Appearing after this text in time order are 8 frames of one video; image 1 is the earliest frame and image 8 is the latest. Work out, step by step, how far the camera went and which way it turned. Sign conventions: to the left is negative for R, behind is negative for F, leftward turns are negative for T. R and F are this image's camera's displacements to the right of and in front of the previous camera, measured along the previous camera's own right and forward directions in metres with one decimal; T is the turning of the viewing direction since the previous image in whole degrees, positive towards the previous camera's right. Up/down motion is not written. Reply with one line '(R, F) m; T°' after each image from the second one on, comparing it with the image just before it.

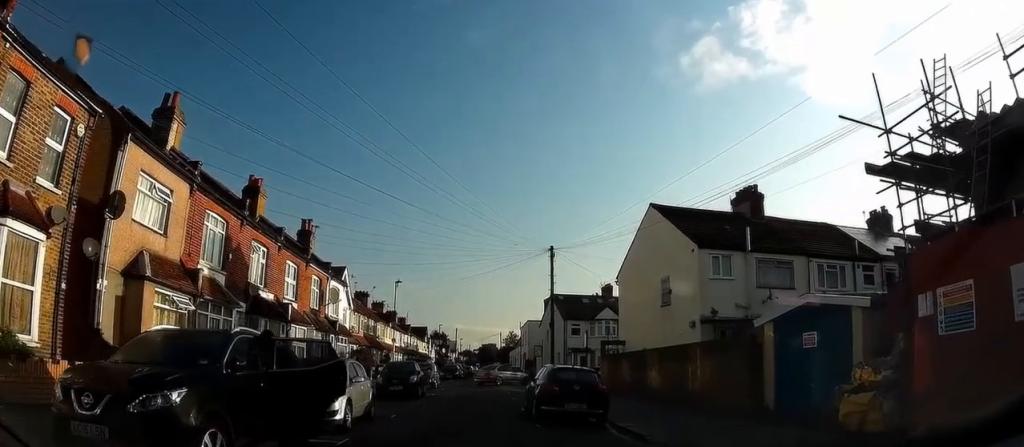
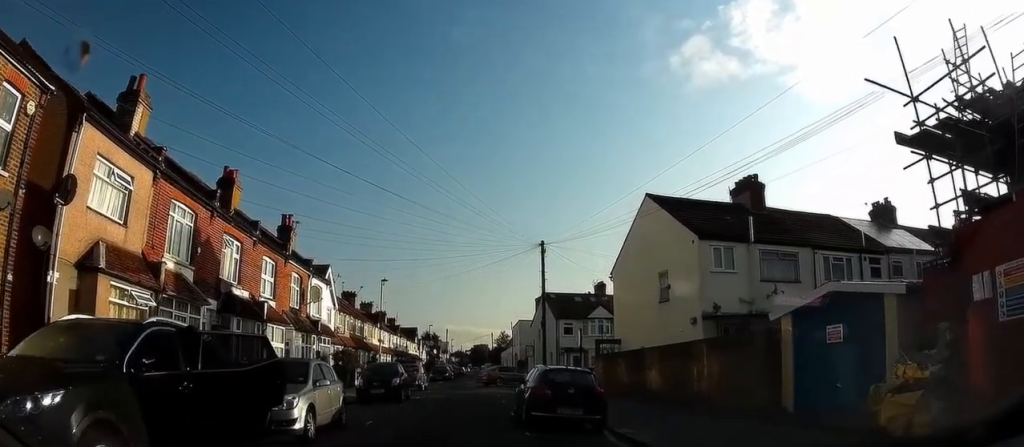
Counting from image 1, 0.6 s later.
(-0.1, +1.6) m; -4°
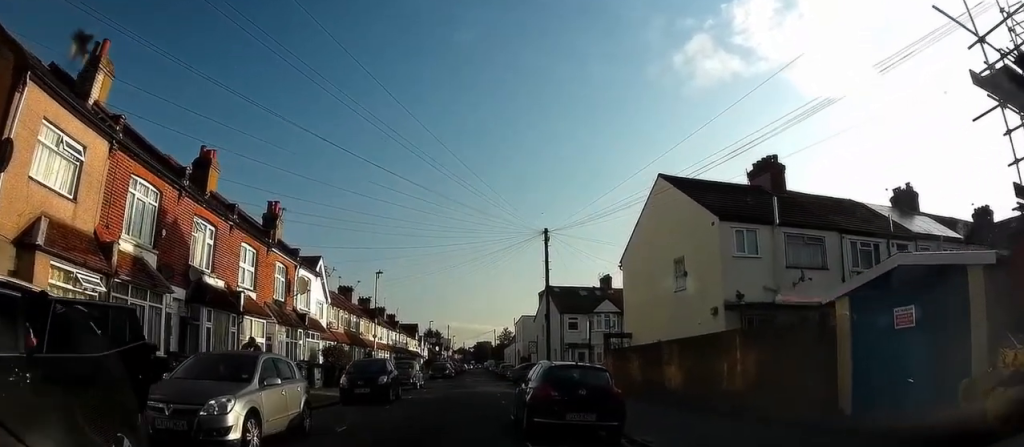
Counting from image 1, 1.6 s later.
(-0.1, +2.4) m; -4°
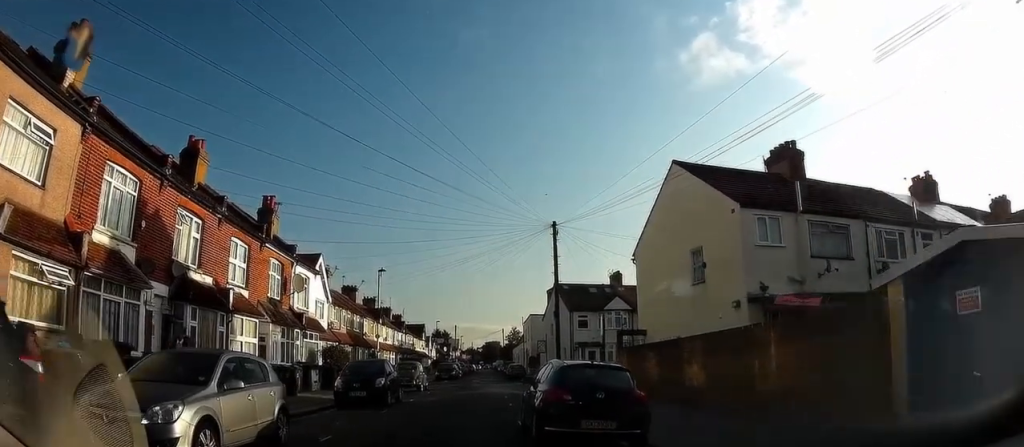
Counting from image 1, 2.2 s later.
(0.0, +1.4) m; -1°
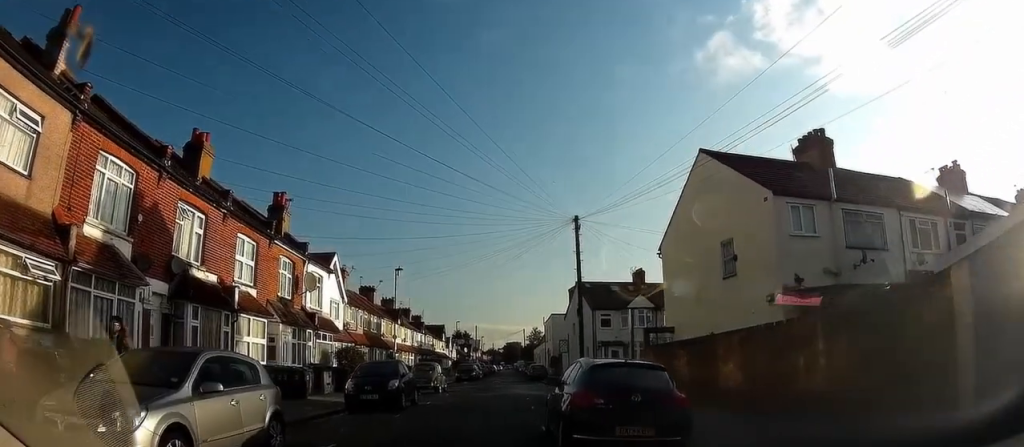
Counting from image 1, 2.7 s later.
(0.0, +1.0) m; 0°
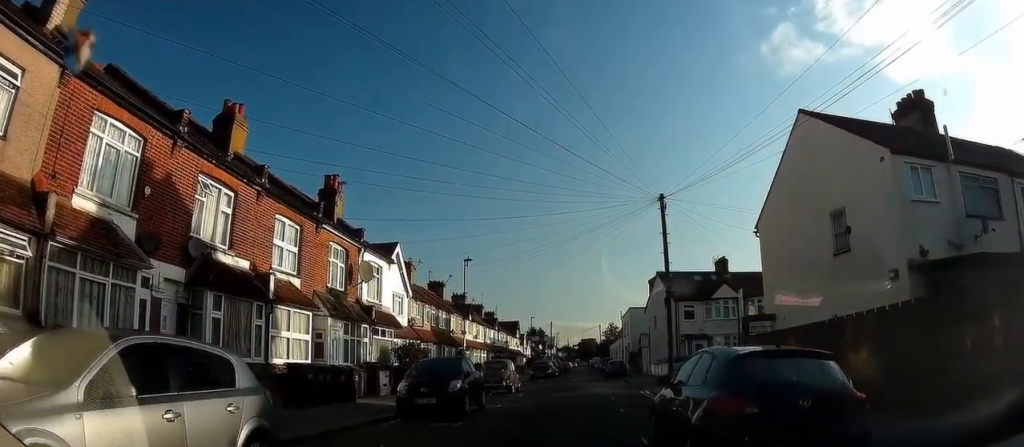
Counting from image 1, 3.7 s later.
(0.0, +2.4) m; -2°
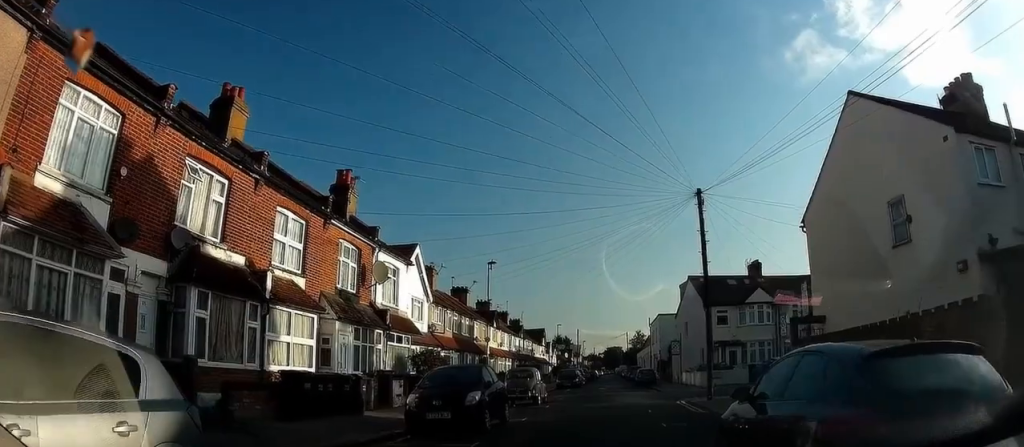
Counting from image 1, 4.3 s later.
(0.0, +1.7) m; 0°
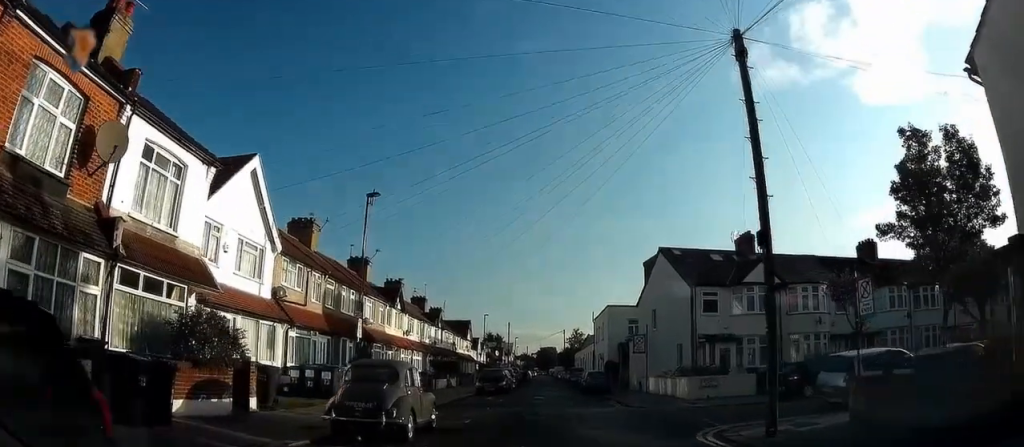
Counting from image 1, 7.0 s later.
(+1.0, +11.2) m; +8°
